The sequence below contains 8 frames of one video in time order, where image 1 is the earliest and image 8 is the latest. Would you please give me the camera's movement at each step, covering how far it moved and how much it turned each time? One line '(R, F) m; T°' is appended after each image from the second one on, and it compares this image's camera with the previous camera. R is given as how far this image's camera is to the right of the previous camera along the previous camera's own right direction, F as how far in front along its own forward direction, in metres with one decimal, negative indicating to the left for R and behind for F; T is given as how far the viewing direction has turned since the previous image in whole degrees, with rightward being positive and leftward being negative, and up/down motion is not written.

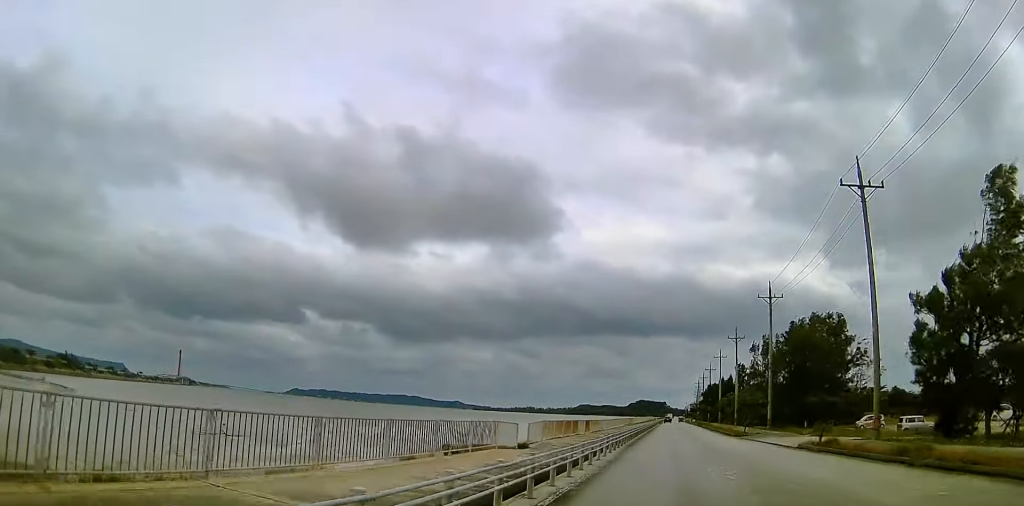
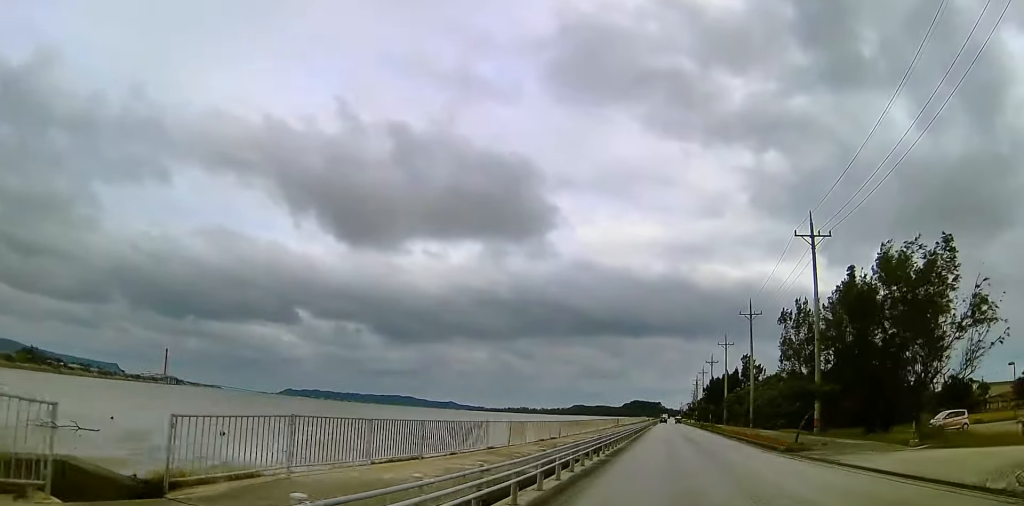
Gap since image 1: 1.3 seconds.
(0.0, +21.7) m; 0°
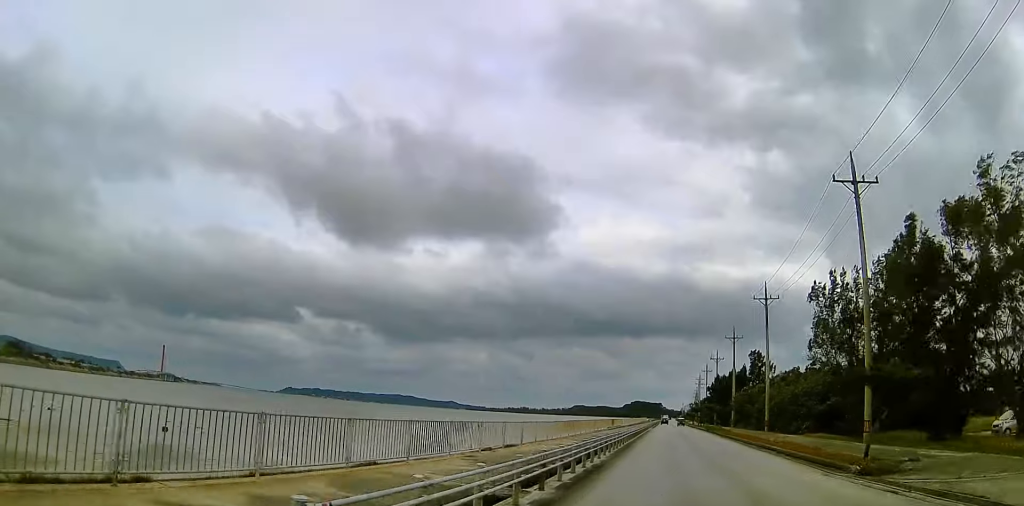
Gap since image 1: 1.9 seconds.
(-0.1, +9.9) m; 0°
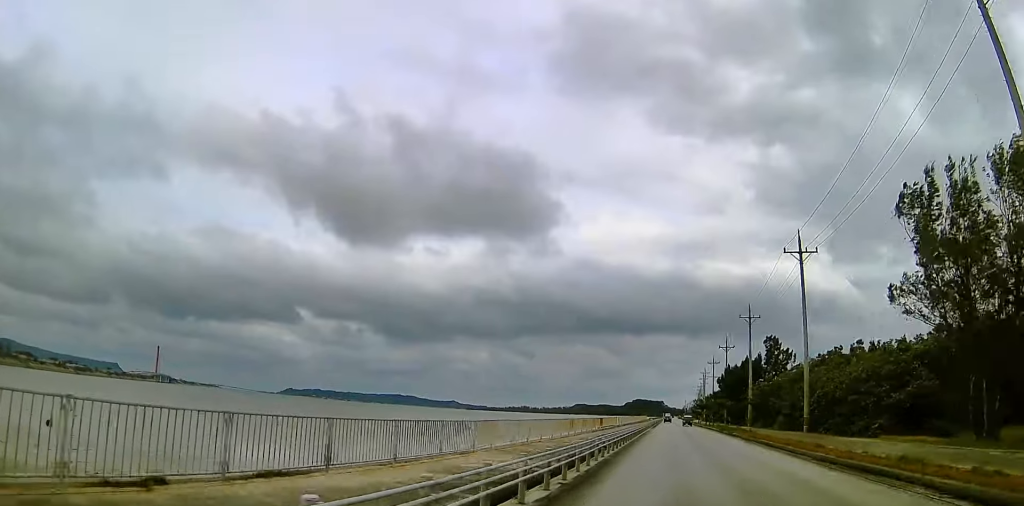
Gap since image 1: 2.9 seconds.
(+0.2, +16.8) m; -2°
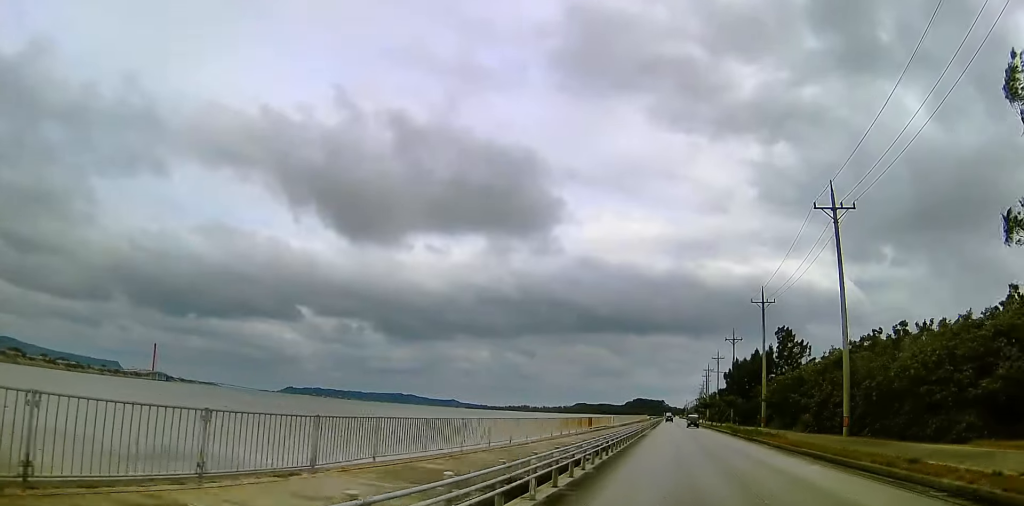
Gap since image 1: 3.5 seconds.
(-0.3, +9.5) m; +1°
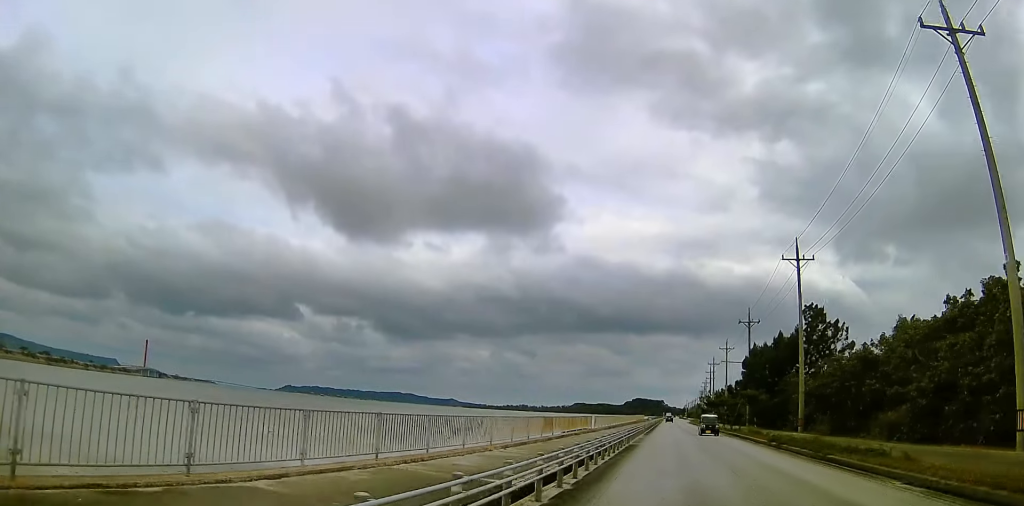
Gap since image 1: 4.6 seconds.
(+0.3, +18.4) m; +2°
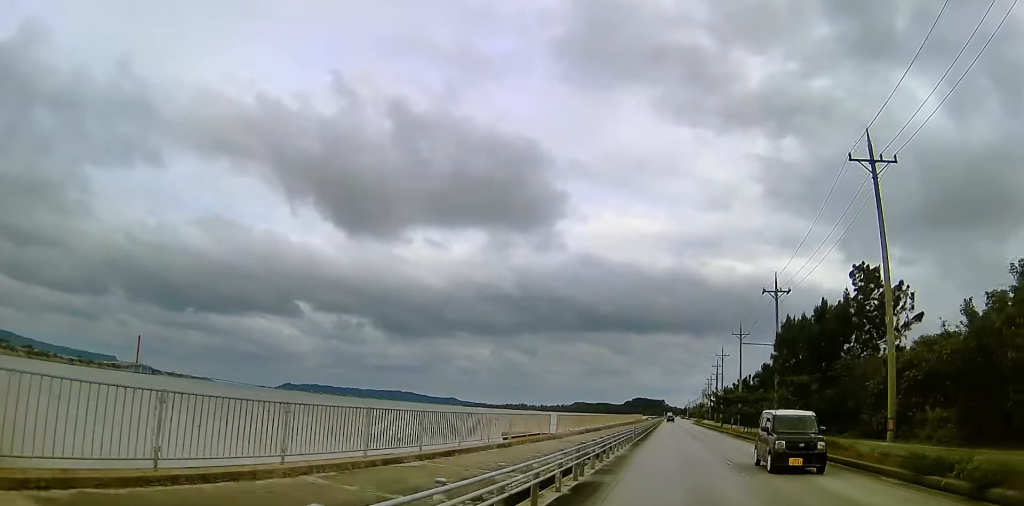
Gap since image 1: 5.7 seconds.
(-0.1, +18.3) m; 0°
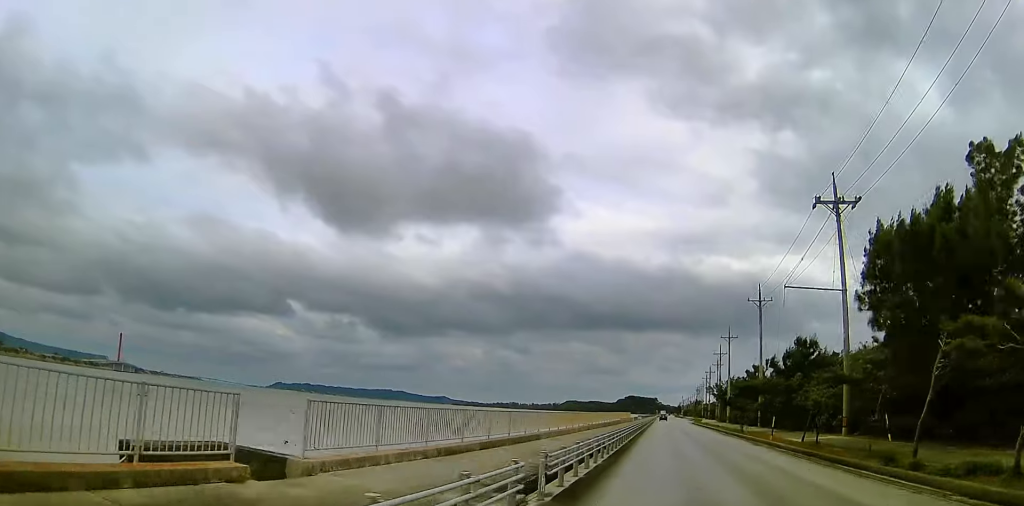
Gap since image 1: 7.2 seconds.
(+1.1, +24.3) m; 0°
